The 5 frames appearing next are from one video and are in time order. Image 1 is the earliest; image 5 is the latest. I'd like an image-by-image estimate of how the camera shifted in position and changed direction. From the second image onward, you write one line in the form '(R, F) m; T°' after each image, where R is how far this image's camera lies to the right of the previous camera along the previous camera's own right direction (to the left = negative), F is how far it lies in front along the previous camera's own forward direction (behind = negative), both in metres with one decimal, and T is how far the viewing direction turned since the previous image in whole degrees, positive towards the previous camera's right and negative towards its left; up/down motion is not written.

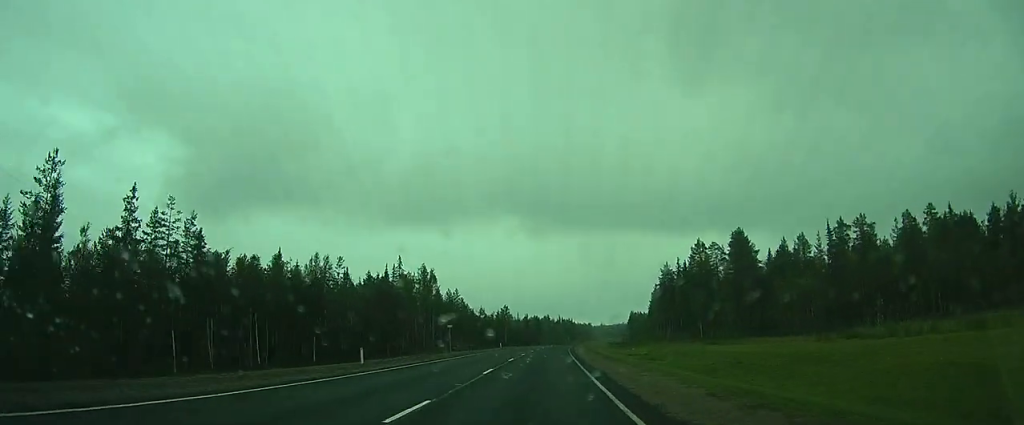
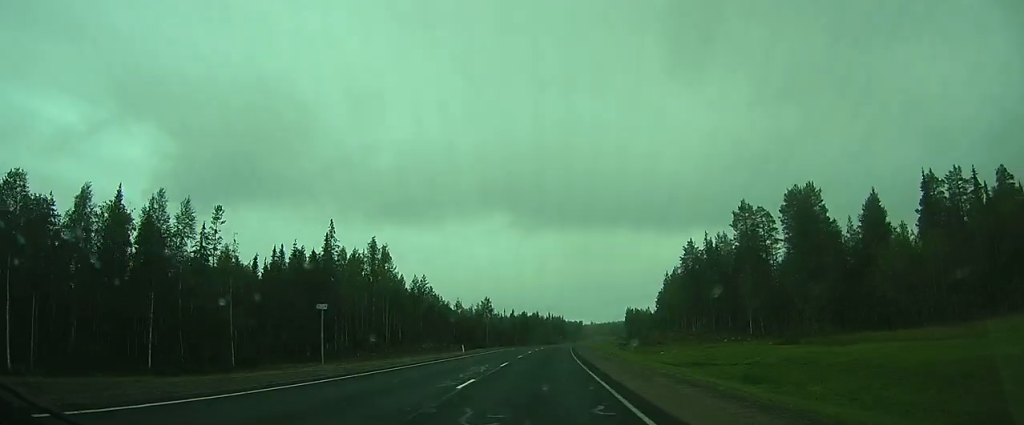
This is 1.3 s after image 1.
(0.0, +28.2) m; 0°
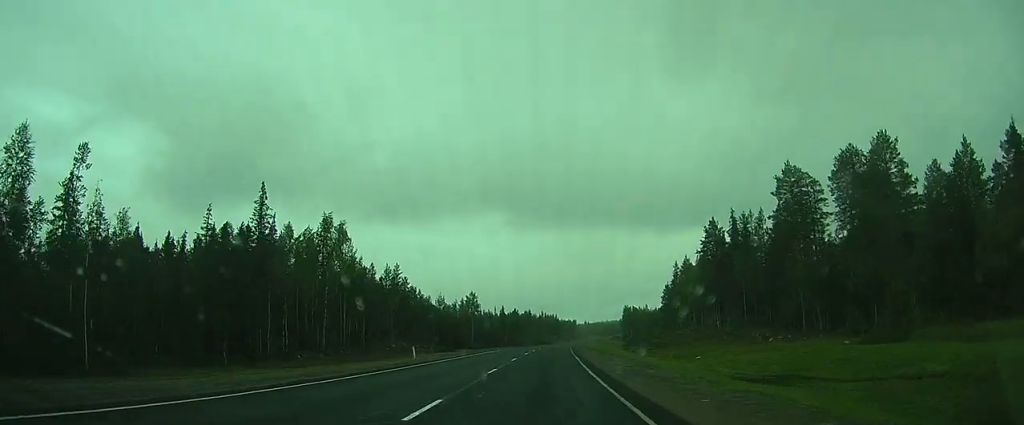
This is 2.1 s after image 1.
(0.0, +16.7) m; 0°
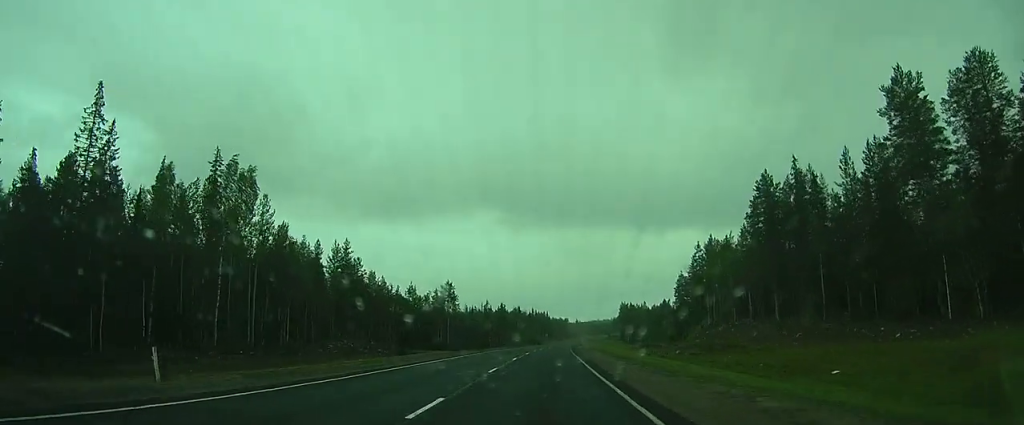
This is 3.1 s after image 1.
(+0.2, +22.7) m; +2°
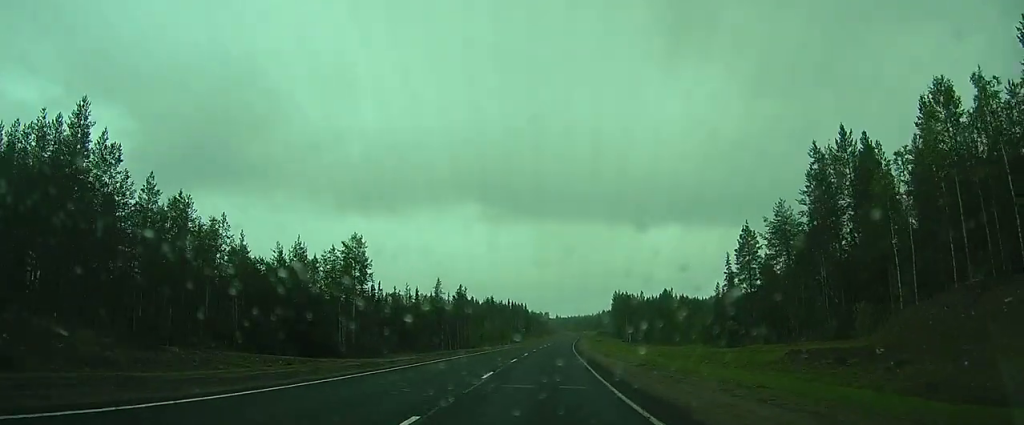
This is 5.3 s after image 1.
(+0.9, +49.1) m; +1°
